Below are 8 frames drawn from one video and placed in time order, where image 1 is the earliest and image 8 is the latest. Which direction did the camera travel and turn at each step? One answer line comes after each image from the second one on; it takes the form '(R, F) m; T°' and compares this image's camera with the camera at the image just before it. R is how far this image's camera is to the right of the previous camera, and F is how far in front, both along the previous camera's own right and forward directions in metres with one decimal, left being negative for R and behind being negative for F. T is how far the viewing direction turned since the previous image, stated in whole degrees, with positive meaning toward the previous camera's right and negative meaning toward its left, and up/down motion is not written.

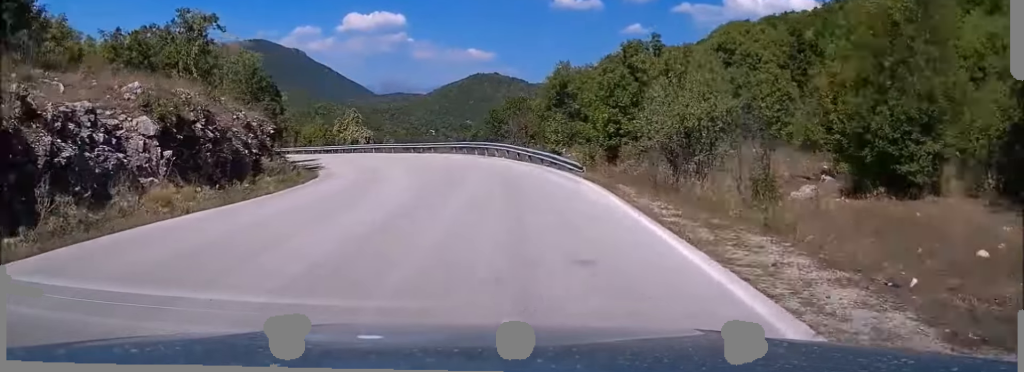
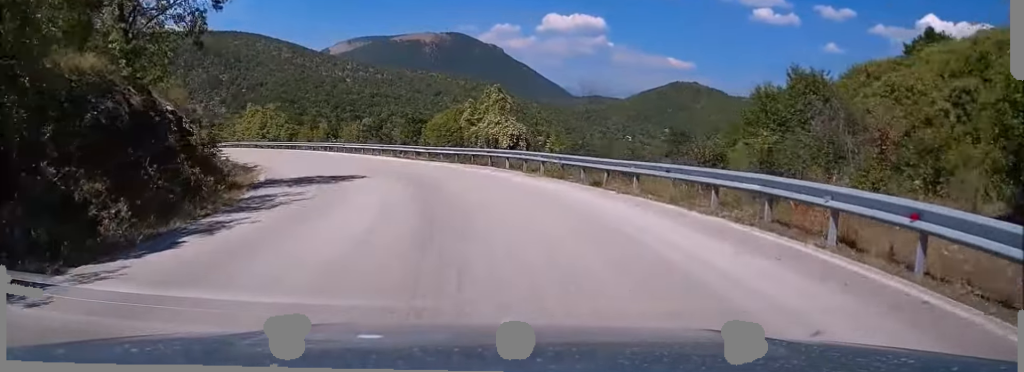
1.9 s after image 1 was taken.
(-3.3, +31.8) m; -18°
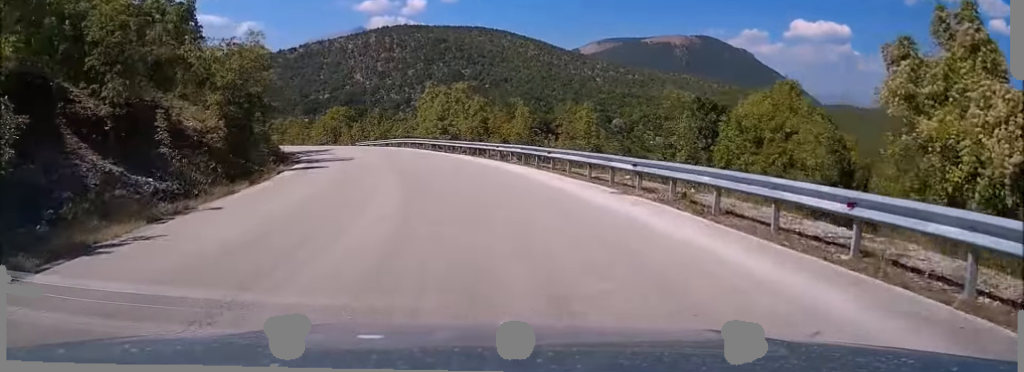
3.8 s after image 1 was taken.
(-6.0, +28.8) m; -22°
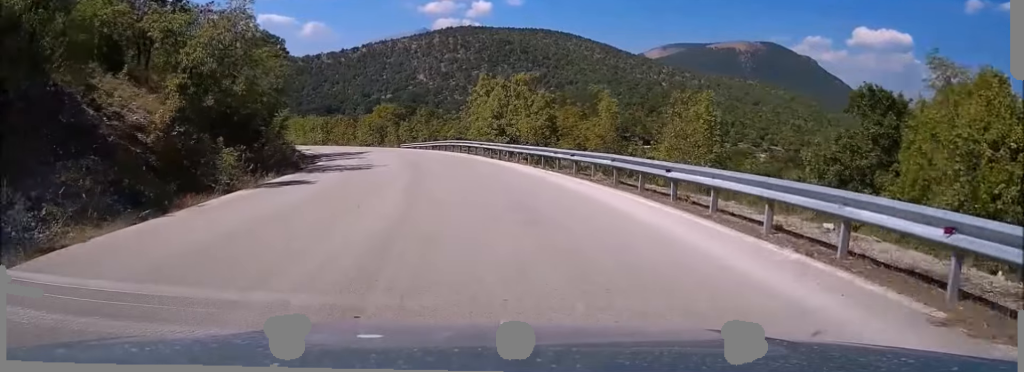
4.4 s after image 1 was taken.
(-0.7, +9.8) m; -6°
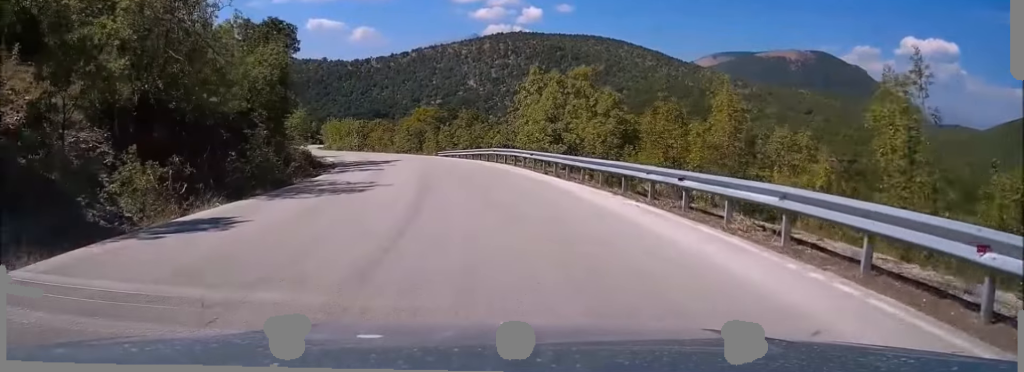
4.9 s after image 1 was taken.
(-0.4, +8.3) m; -4°
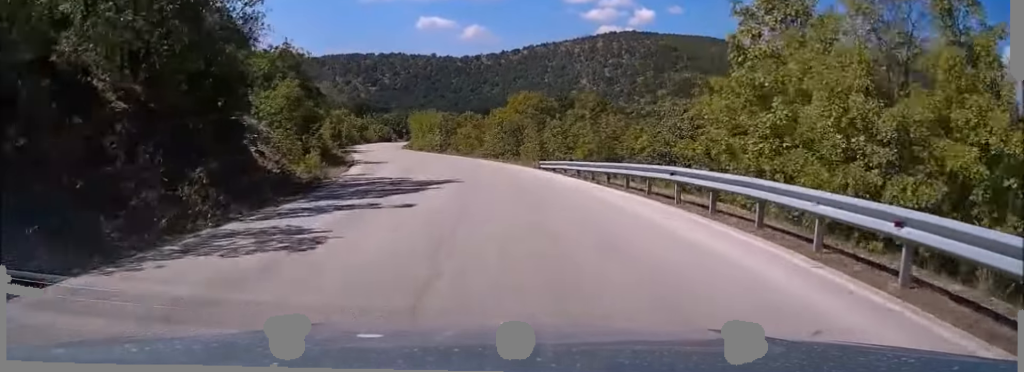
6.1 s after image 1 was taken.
(-1.7, +21.9) m; -9°
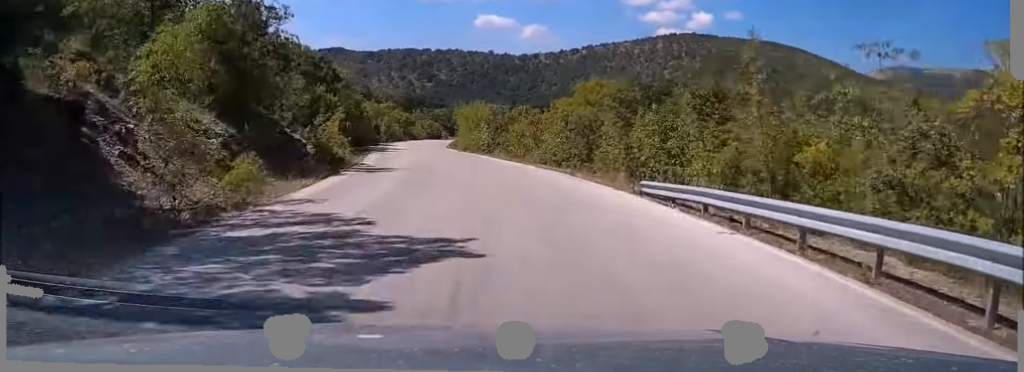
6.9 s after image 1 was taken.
(-0.6, +13.4) m; -4°
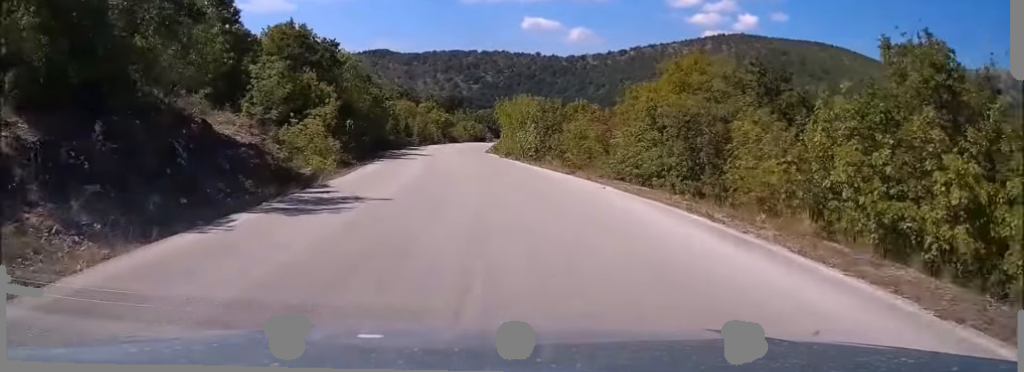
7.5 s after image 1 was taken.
(-0.4, +12.4) m; -3°
